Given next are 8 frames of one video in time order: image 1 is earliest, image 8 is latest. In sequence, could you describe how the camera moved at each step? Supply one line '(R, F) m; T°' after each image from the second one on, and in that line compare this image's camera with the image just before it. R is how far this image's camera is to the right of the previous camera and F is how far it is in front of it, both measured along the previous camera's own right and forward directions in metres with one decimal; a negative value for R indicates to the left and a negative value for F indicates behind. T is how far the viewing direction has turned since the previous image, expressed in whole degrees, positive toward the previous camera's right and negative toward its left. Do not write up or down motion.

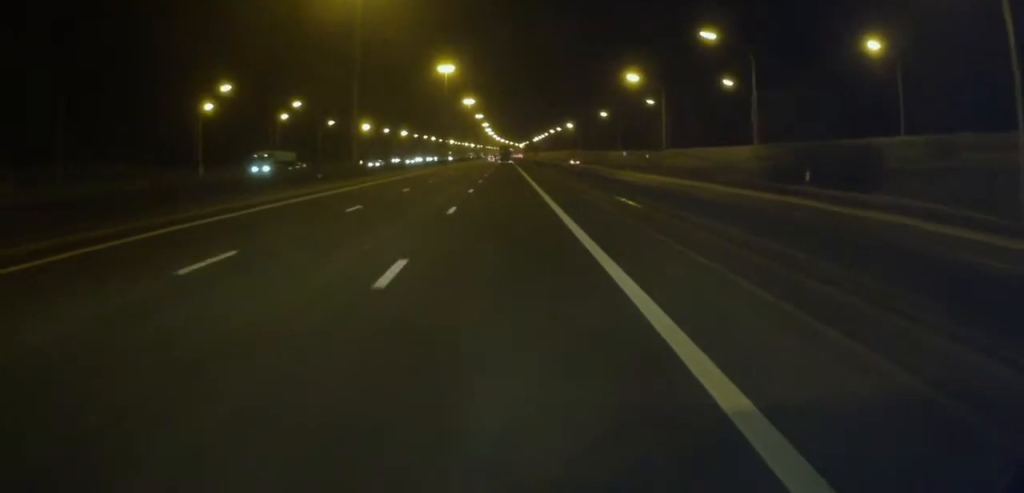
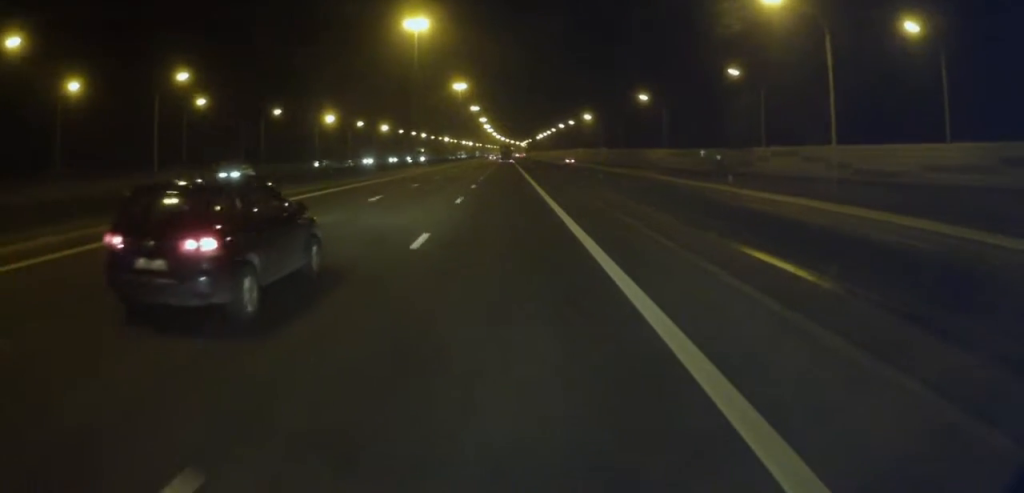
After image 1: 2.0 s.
(0.0, +46.1) m; 0°
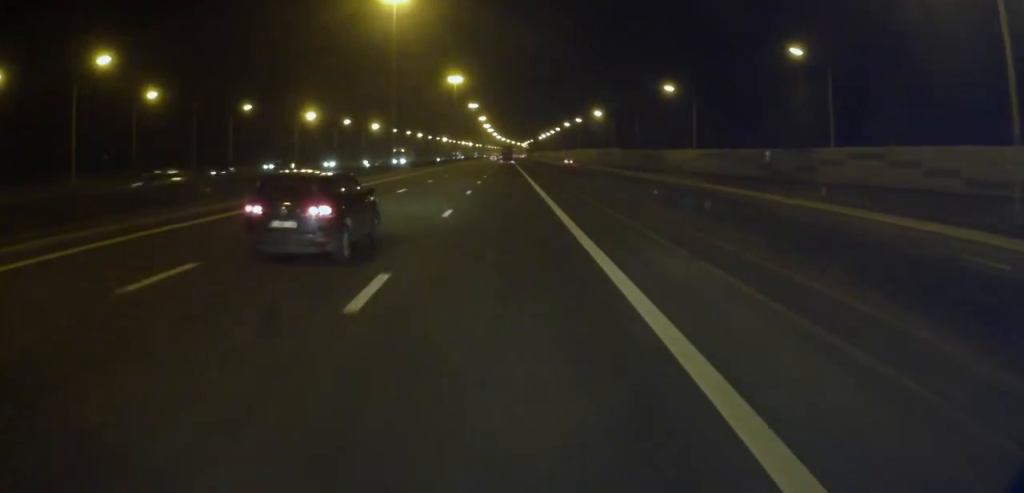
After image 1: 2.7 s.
(+0.1, +18.0) m; +1°
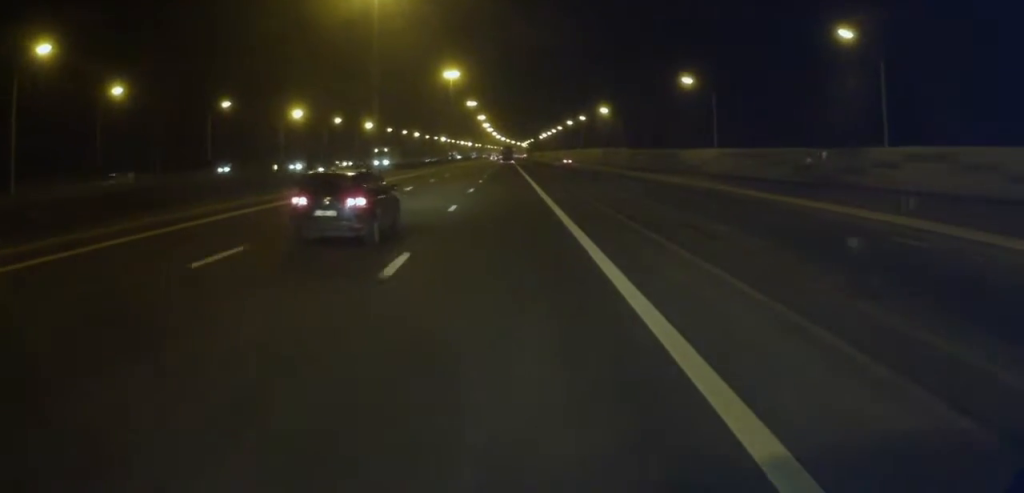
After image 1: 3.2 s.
(+0.1, +10.2) m; 0°
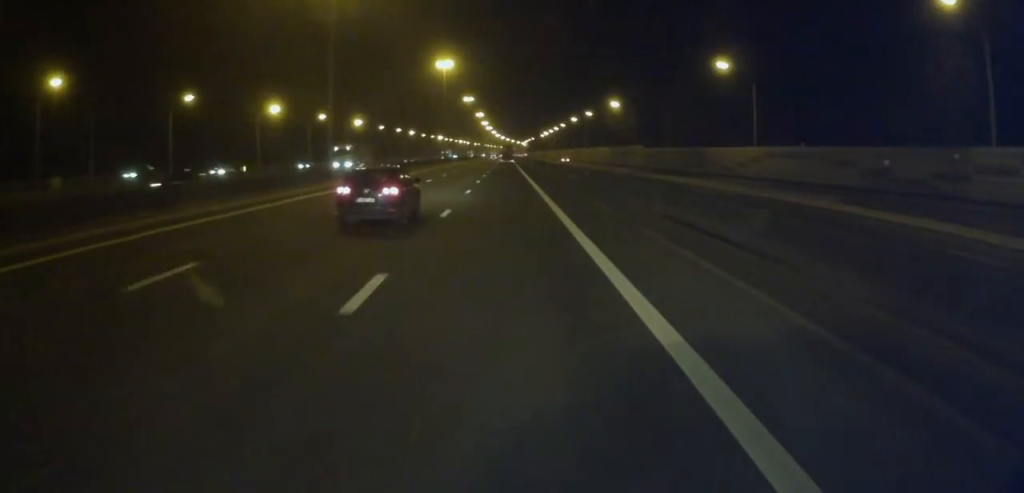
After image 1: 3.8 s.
(+0.3, +14.8) m; 0°
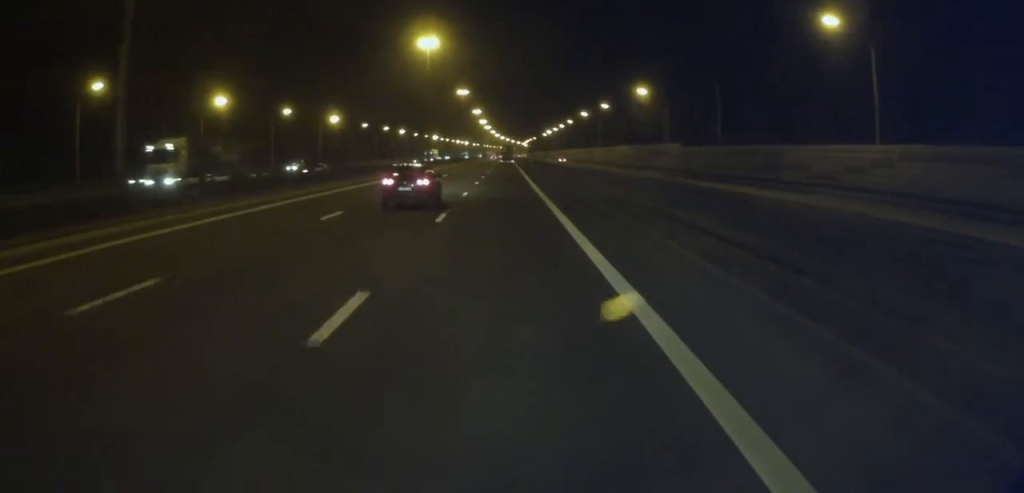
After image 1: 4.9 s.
(-0.5, +26.5) m; -1°
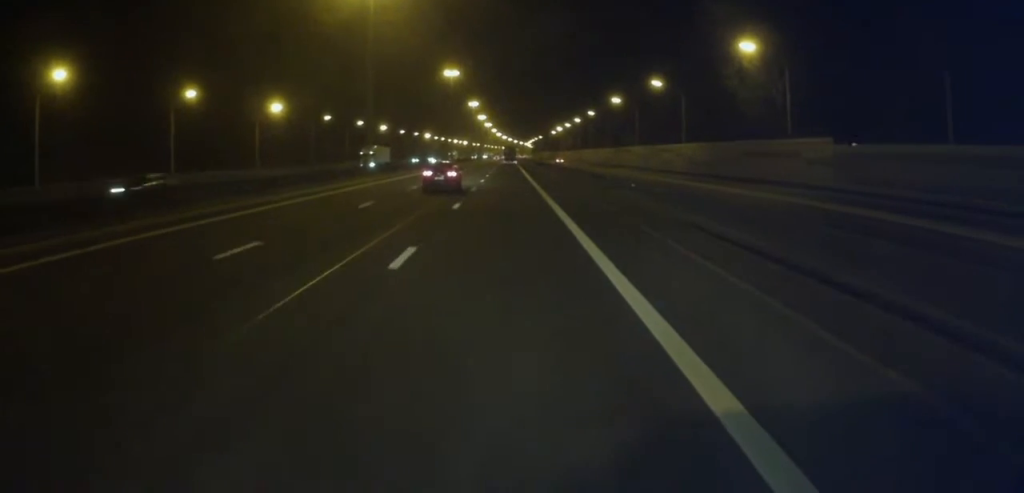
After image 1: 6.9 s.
(0.0, +44.9) m; 0°
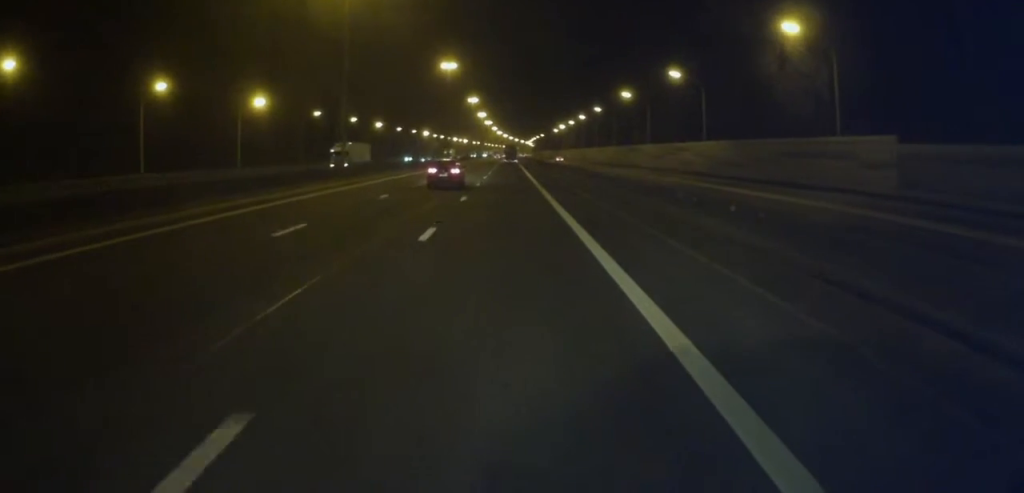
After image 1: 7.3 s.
(0.0, +9.3) m; 0°
